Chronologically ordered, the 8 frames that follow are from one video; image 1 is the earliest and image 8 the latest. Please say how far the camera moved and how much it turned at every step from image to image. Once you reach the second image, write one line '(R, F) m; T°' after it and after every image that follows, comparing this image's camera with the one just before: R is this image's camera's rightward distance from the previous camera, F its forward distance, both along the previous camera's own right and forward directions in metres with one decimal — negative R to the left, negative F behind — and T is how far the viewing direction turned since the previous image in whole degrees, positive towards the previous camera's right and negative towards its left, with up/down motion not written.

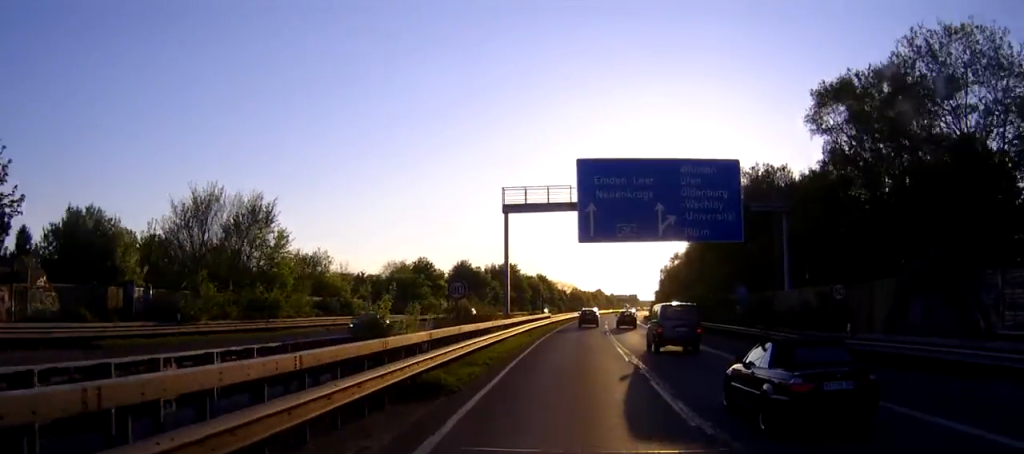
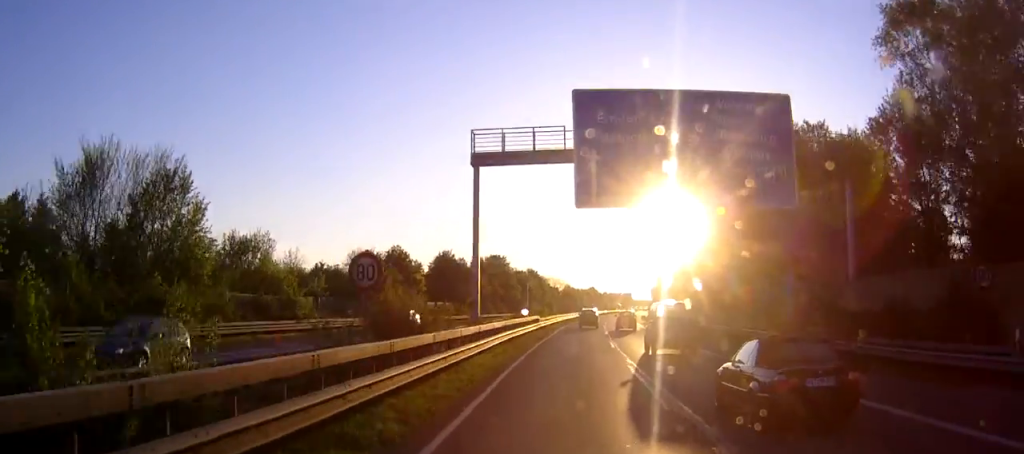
(+0.1, +11.4) m; +1°
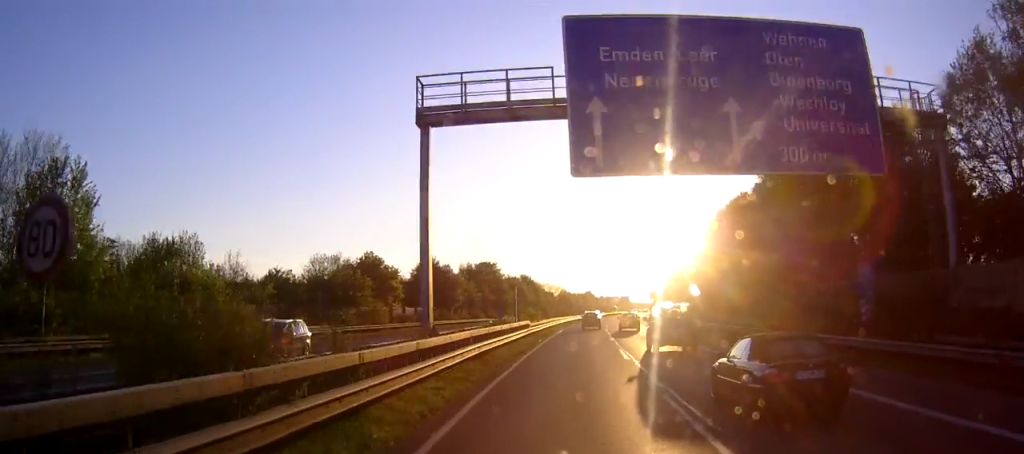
(+0.1, +10.0) m; 0°
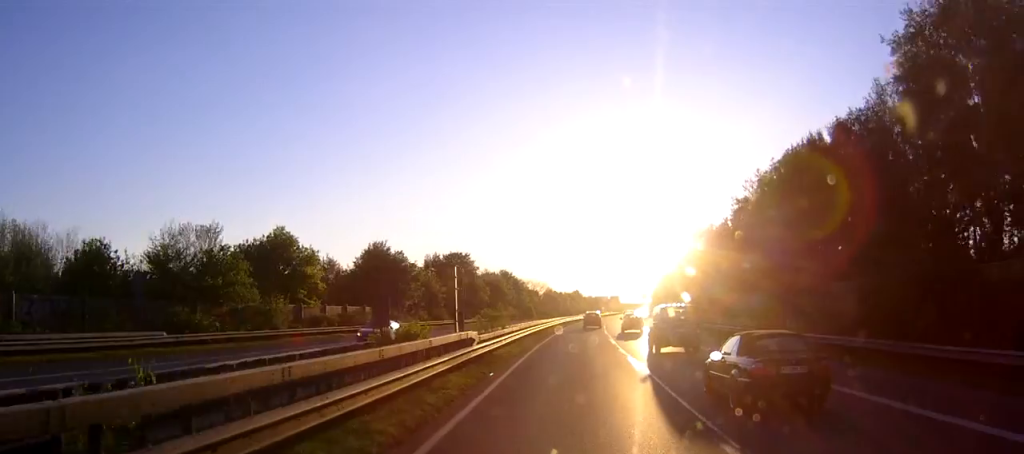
(+0.1, +23.0) m; +1°
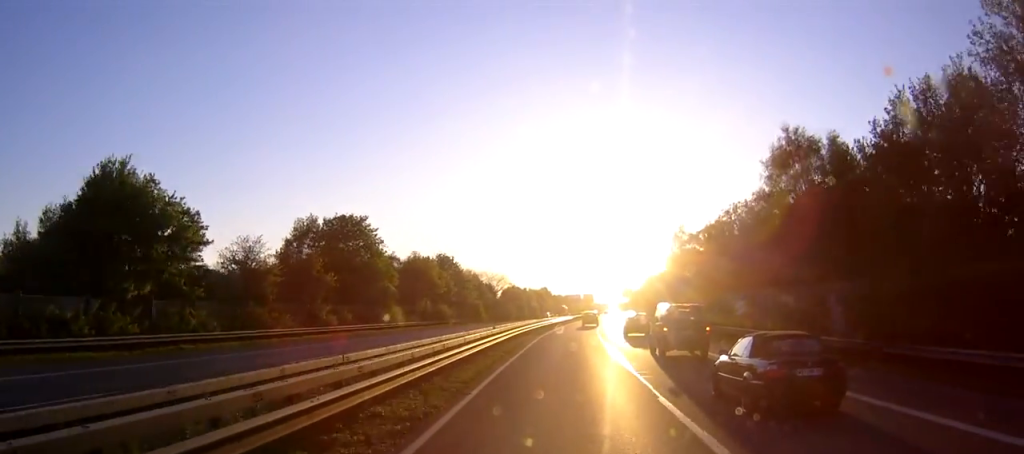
(+1.7, +48.5) m; +3°
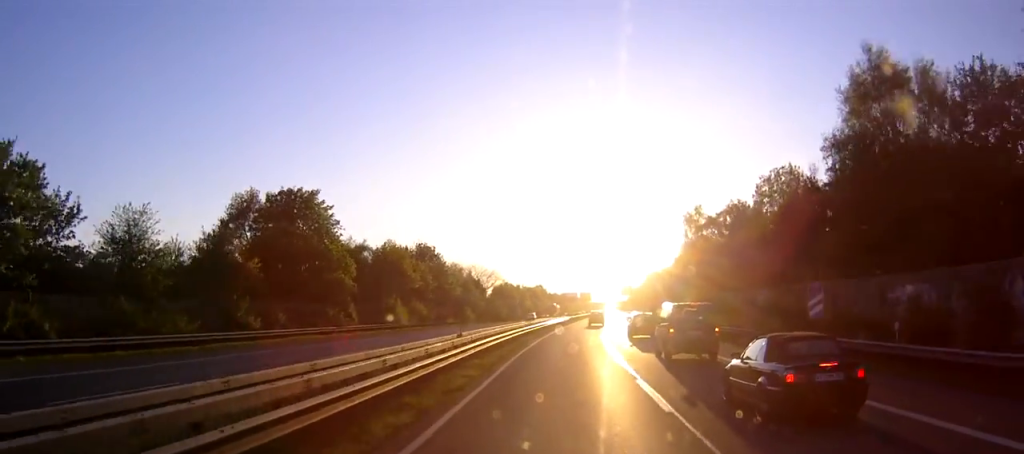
(-0.1, +14.1) m; 0°
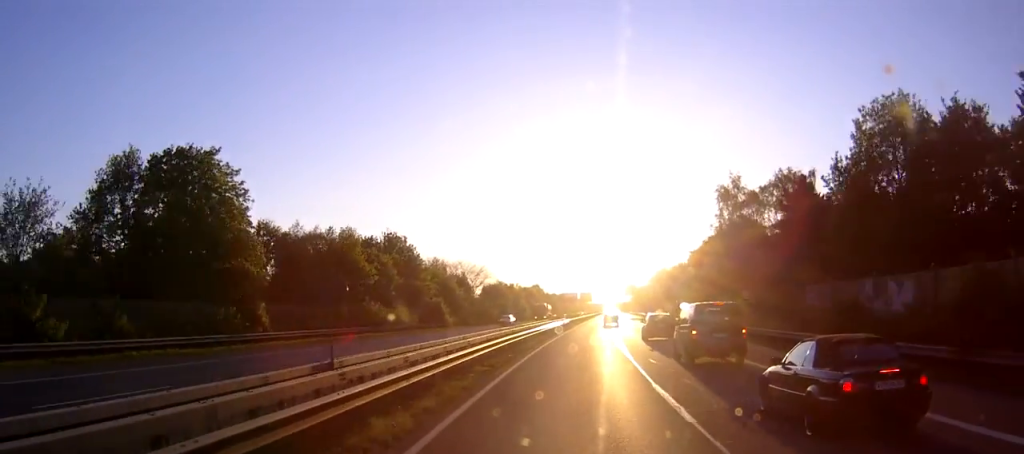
(-0.1, +18.7) m; 0°
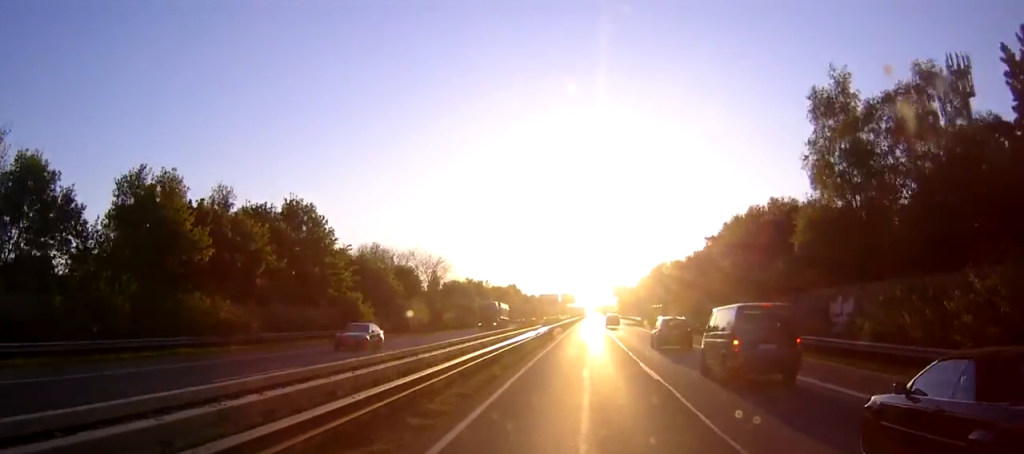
(+0.2, +27.9) m; +1°
